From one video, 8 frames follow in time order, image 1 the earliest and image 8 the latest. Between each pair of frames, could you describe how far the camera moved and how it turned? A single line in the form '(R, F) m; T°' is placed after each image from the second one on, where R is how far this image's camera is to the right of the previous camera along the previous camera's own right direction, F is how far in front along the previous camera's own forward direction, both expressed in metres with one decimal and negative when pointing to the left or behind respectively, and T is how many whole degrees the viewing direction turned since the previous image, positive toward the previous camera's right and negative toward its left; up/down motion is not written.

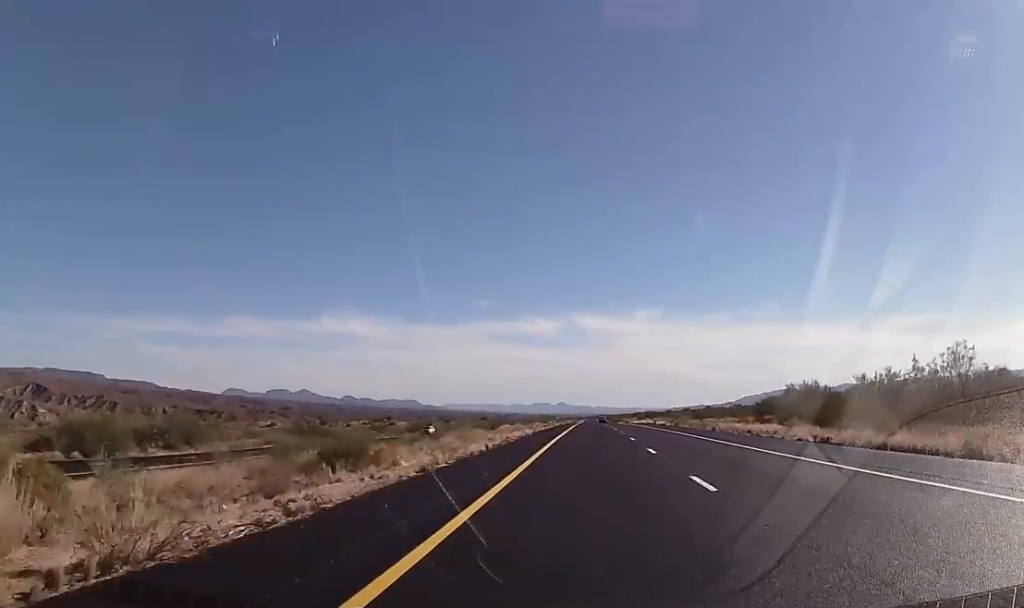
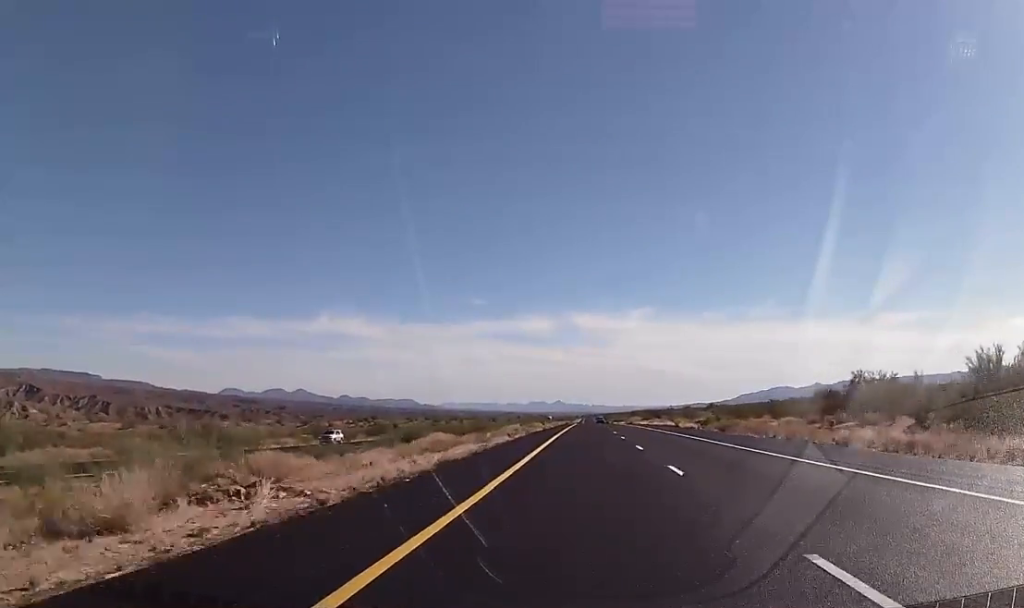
(0.0, +31.1) m; 0°
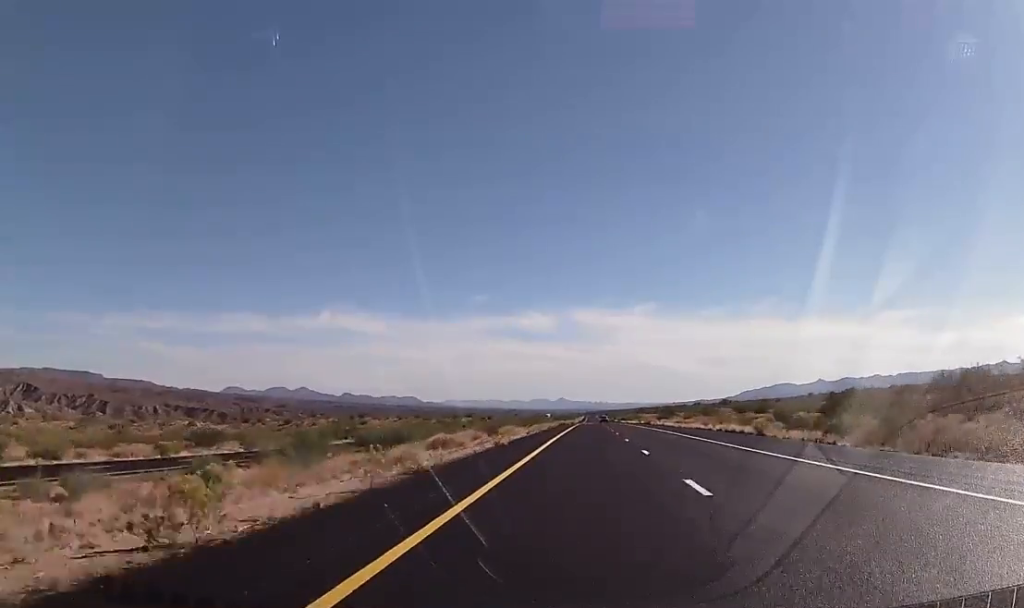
(0.0, +38.6) m; 0°
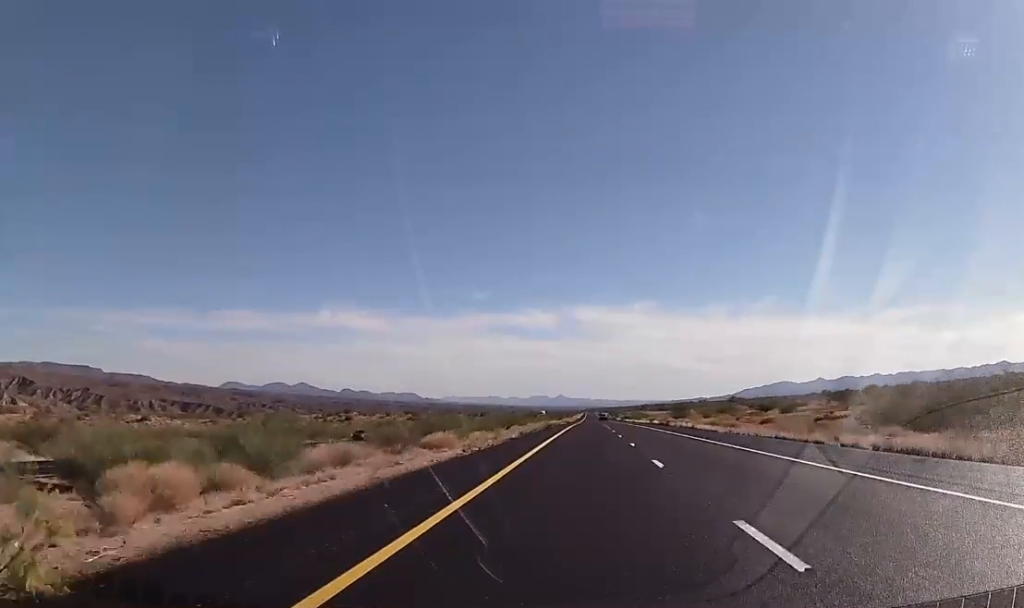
(0.0, +29.5) m; 0°
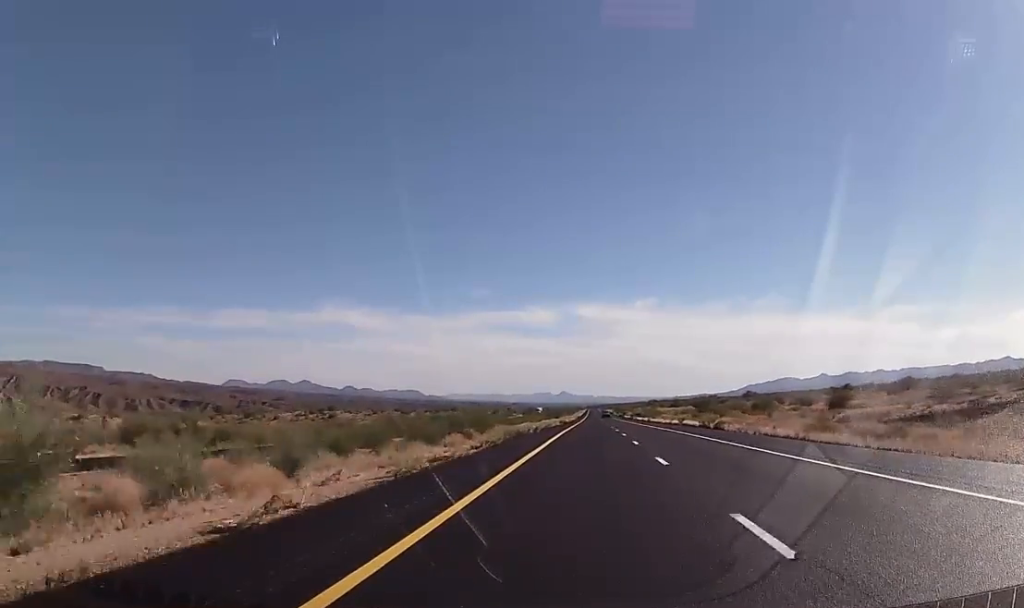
(+0.2, +35.2) m; 0°
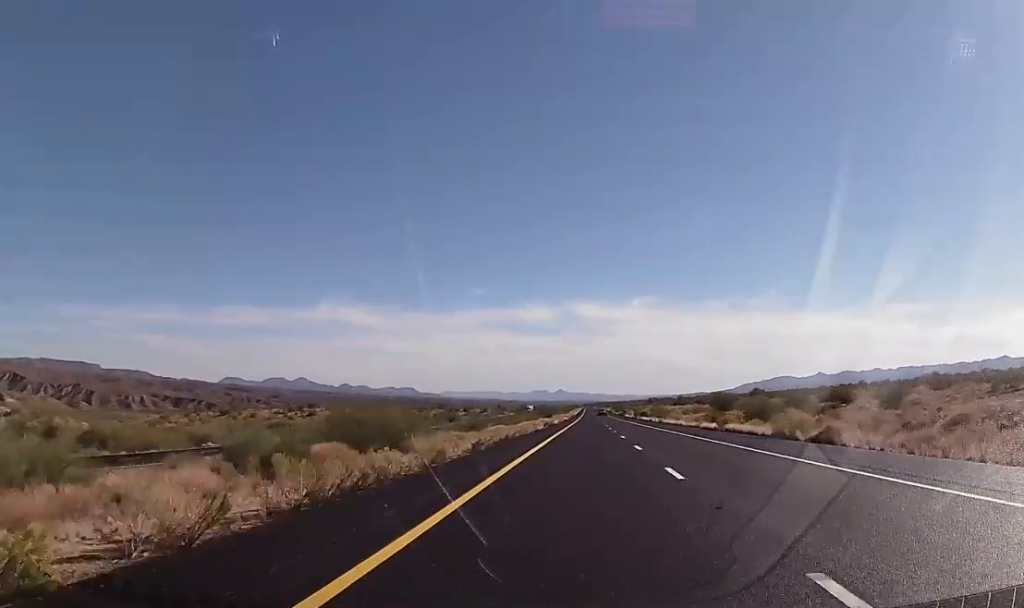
(+0.2, +27.7) m; 0°
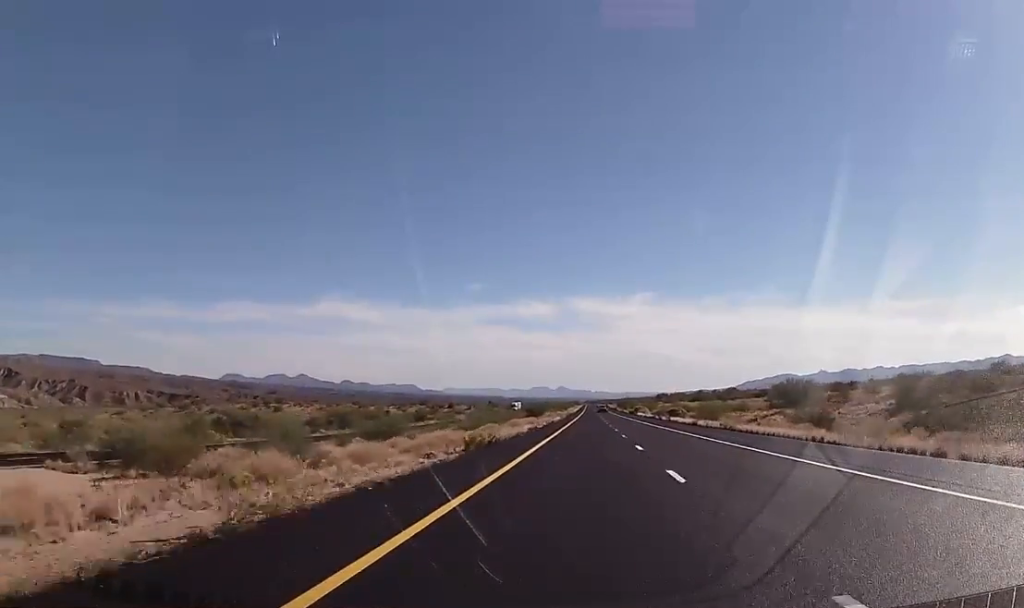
(-1.0, +48.9) m; -1°
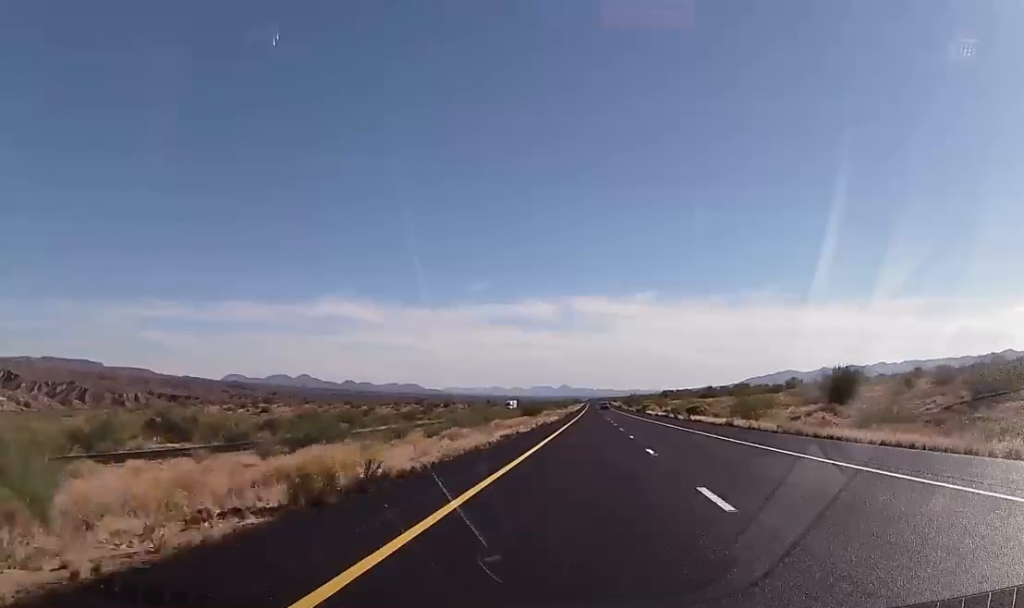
(-0.1, +16.7) m; 0°
